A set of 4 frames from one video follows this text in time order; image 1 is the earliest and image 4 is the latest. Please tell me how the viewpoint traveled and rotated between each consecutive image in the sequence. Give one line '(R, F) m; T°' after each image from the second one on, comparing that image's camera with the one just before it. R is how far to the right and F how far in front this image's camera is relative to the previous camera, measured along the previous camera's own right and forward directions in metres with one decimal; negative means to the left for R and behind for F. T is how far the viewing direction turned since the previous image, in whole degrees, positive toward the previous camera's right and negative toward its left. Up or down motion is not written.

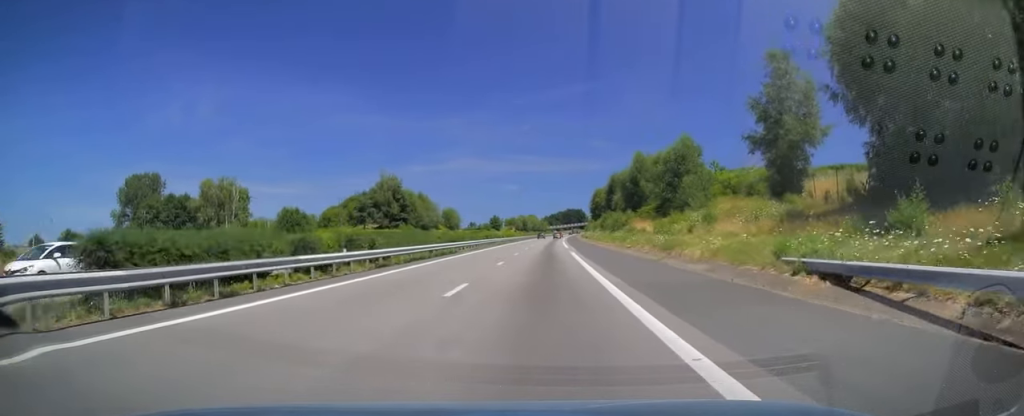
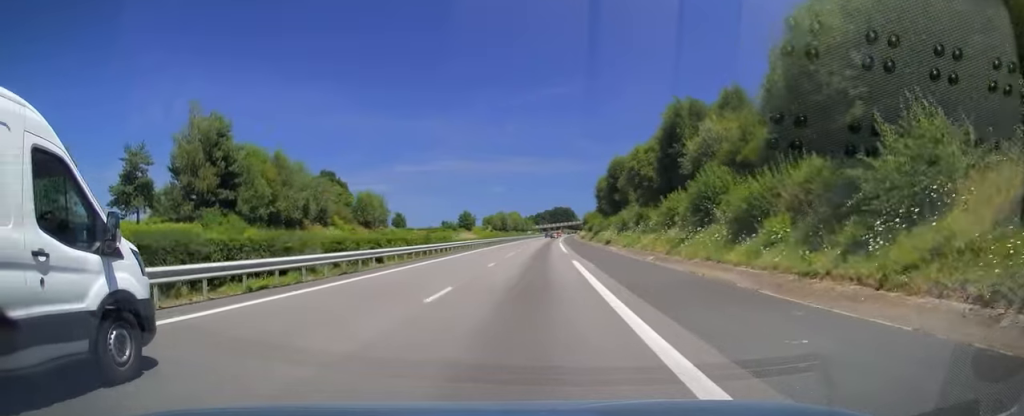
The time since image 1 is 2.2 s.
(+0.2, +66.0) m; +1°
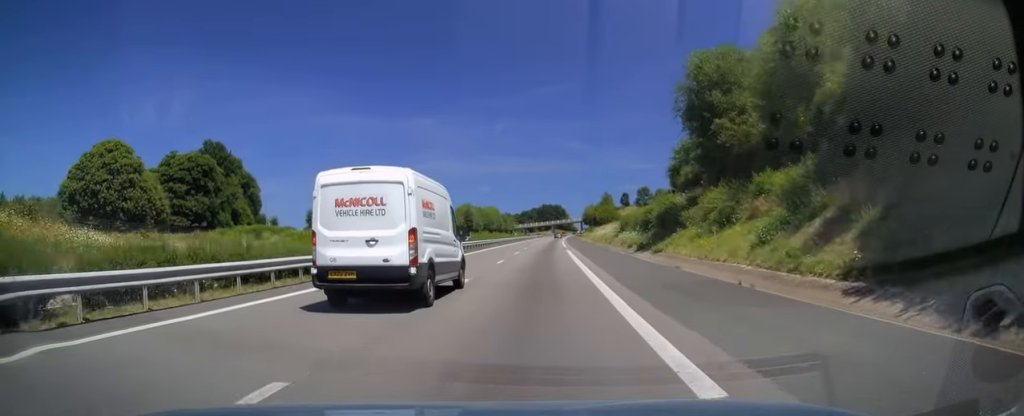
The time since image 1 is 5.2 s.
(+1.2, +88.0) m; +1°
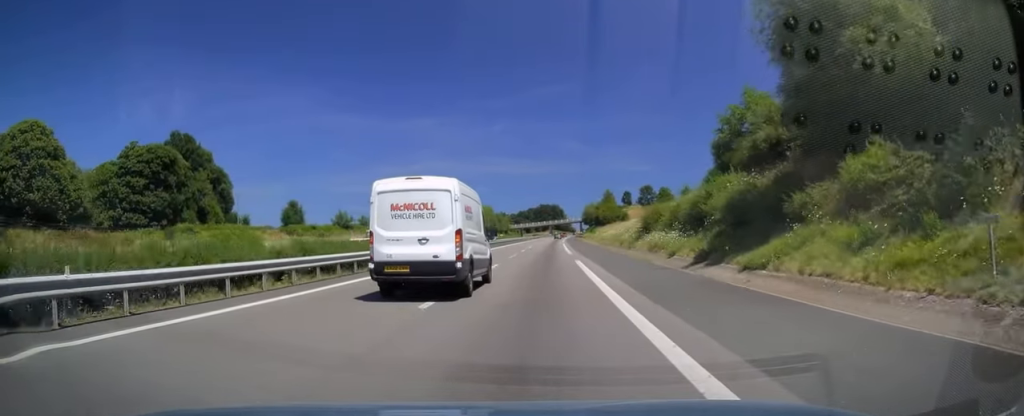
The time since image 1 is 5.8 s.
(0.0, +16.7) m; 0°
